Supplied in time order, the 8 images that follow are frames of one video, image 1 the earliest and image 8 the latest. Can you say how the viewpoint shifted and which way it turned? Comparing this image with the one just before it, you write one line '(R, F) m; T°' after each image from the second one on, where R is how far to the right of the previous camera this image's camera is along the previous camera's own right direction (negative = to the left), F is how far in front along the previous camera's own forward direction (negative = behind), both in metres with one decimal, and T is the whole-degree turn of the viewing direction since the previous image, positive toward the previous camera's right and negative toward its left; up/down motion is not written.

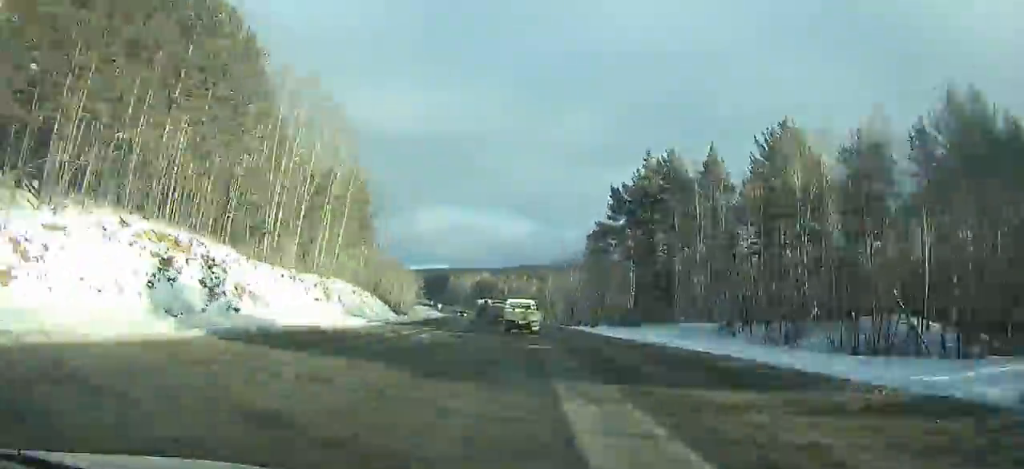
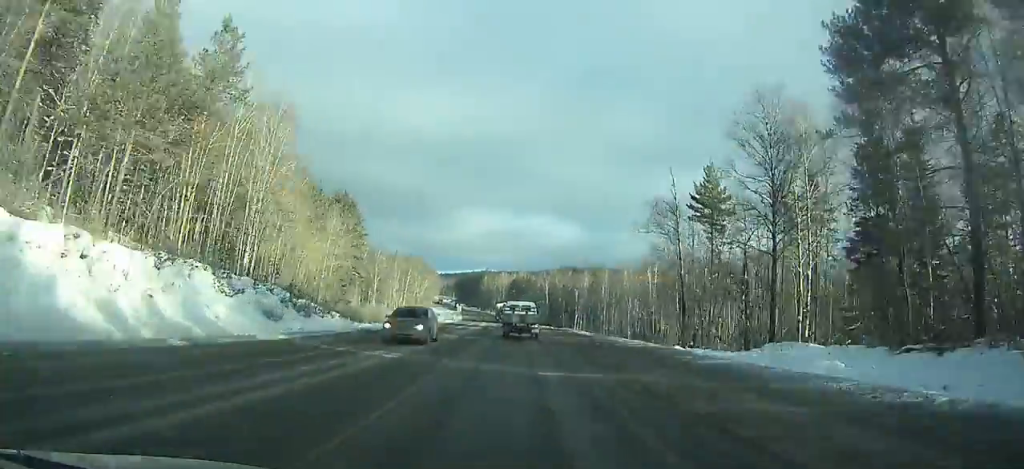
(-1.3, +47.0) m; -3°
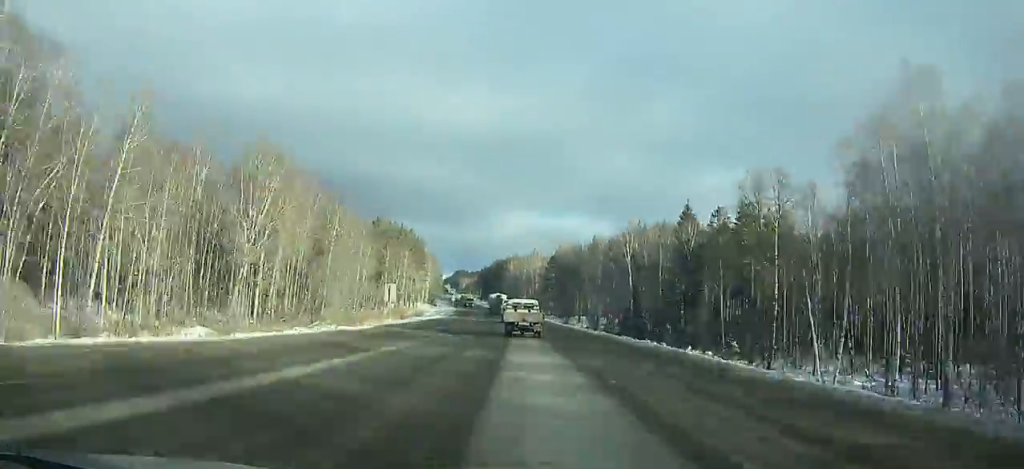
(-3.4, +100.6) m; -4°
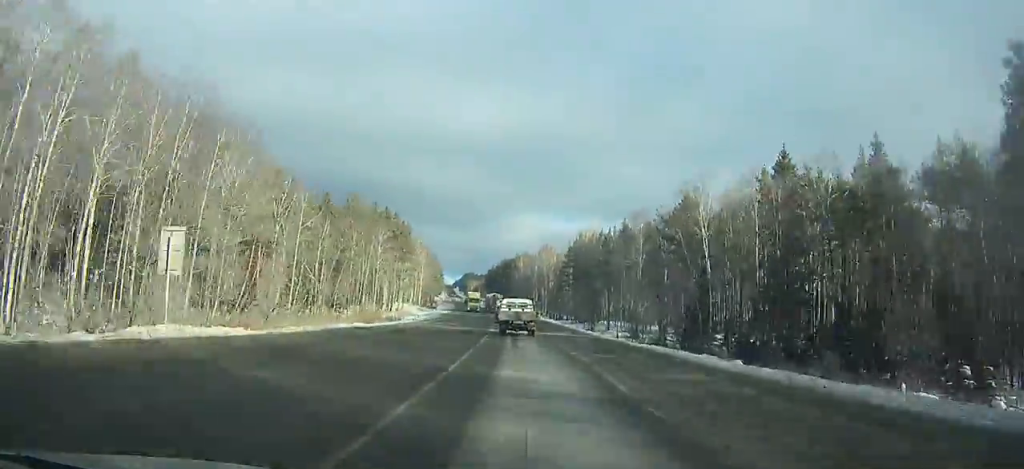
(-0.6, +32.2) m; -2°
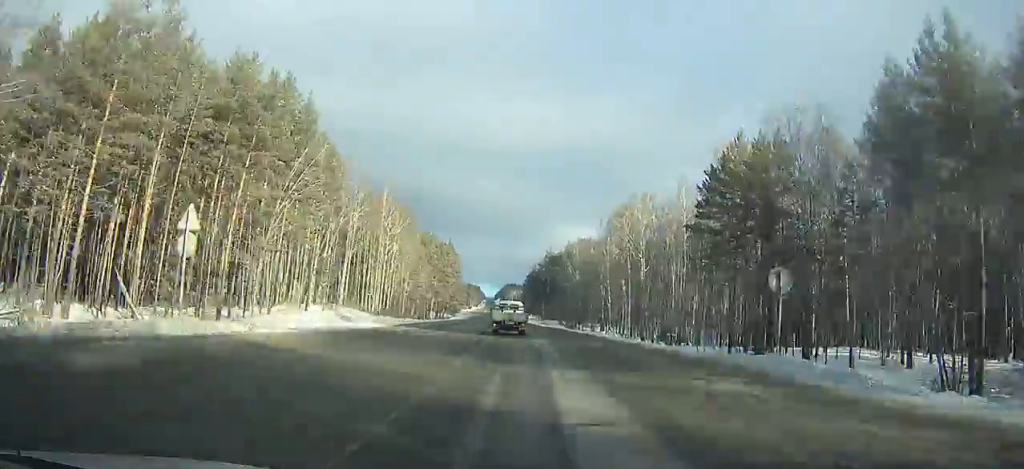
(-3.0, +81.8) m; -4°
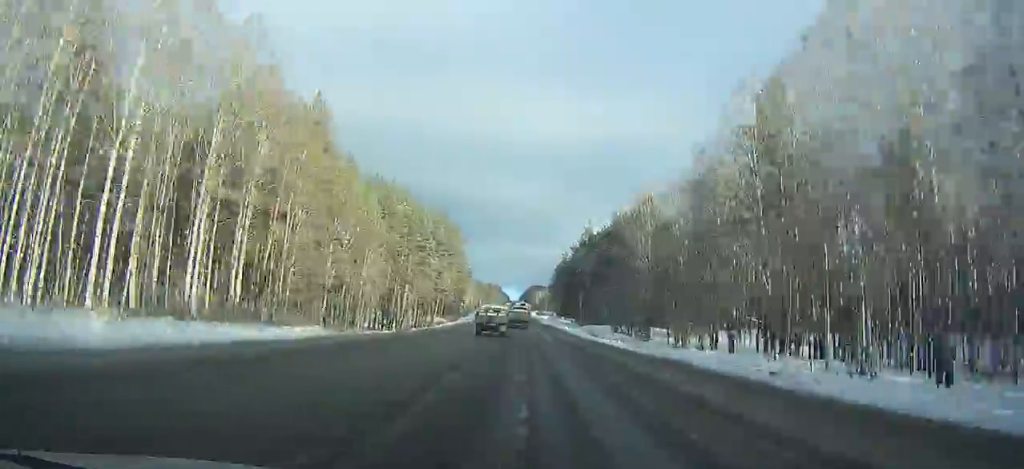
(-1.5, +61.2) m; -2°
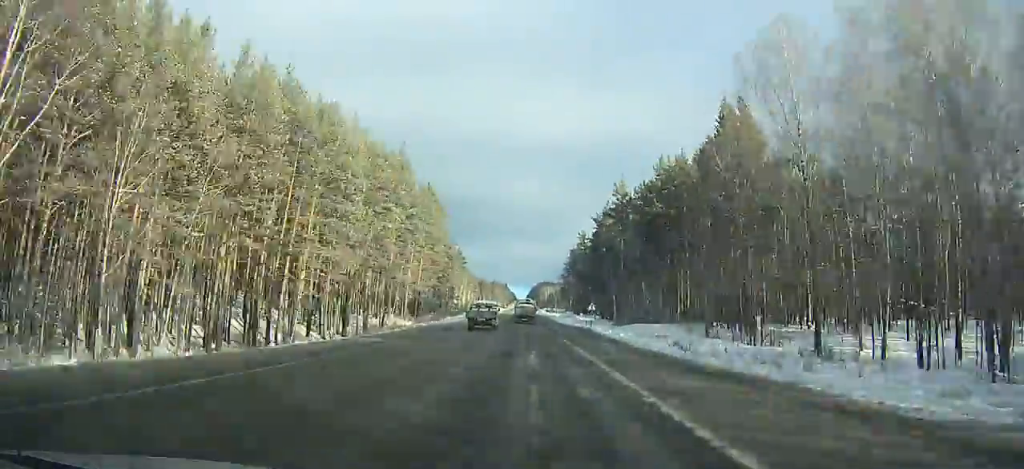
(-0.4, +44.4) m; -1°
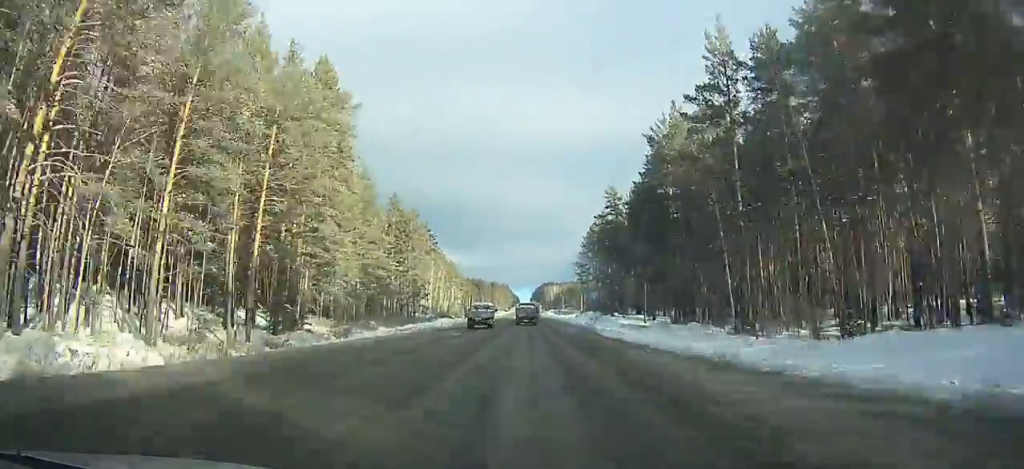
(-0.2, +58.6) m; 0°
